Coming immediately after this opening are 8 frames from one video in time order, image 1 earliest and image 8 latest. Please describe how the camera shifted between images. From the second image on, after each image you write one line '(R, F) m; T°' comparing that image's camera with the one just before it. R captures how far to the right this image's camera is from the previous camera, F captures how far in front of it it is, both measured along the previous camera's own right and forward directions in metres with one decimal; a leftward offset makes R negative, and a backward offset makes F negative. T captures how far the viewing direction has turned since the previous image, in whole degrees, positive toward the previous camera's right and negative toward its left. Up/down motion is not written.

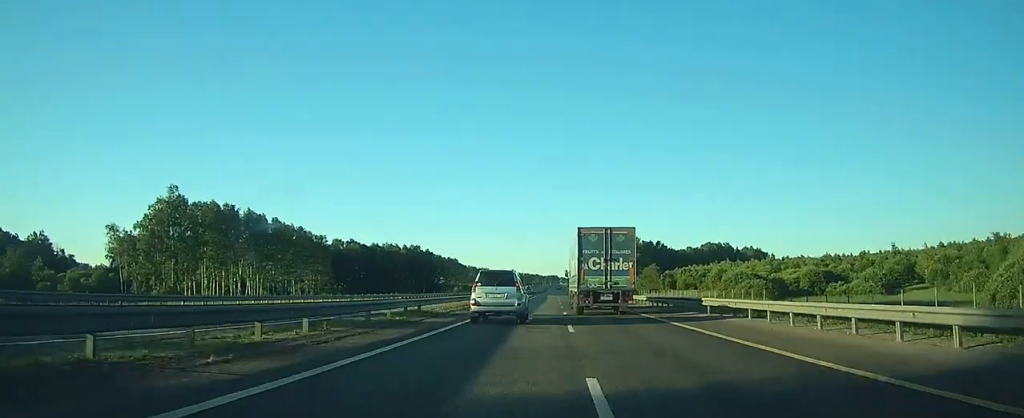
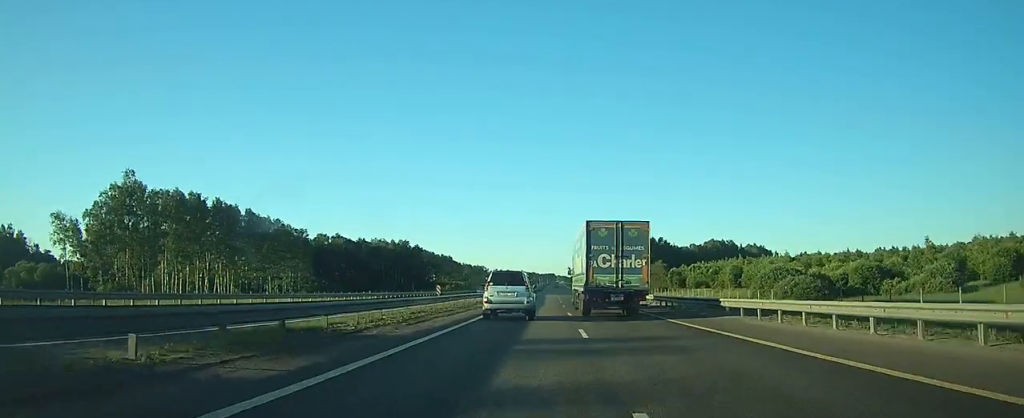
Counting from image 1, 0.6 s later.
(0.0, +14.0) m; 0°
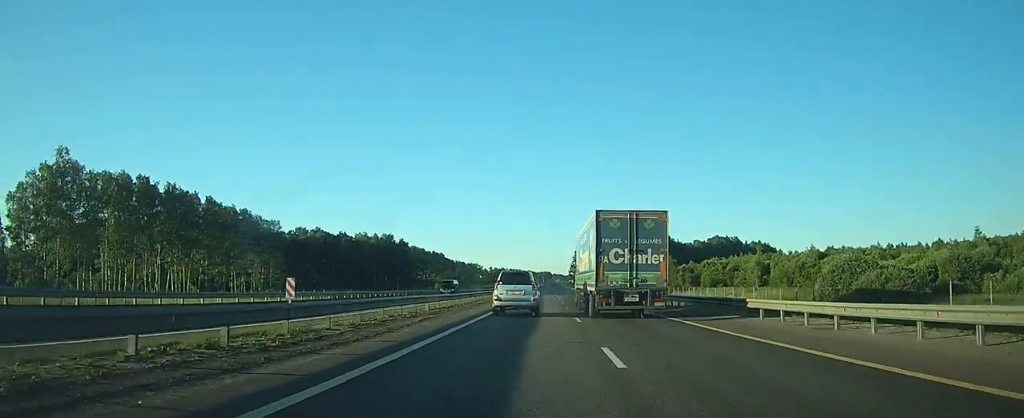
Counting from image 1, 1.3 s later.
(0.0, +17.3) m; 0°
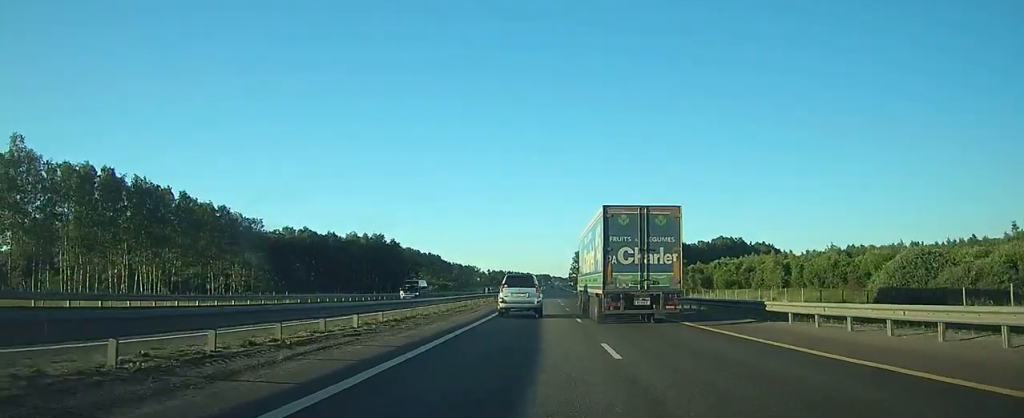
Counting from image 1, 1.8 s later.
(0.0, +10.4) m; 0°
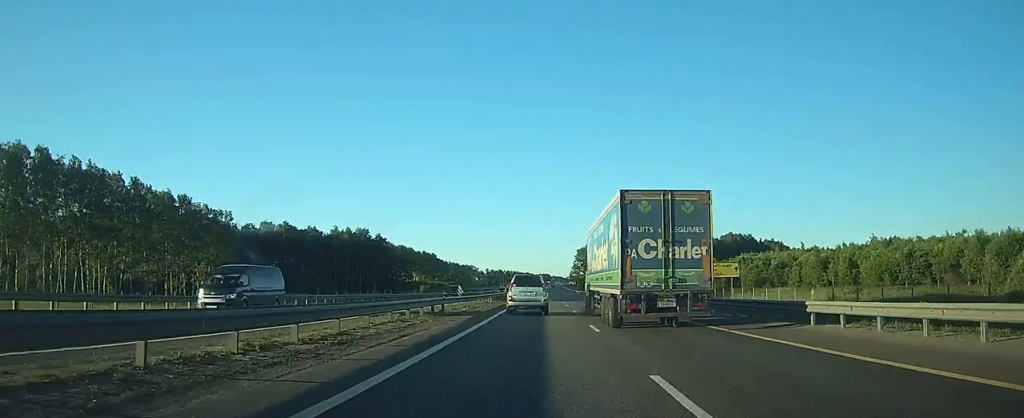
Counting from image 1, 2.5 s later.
(0.0, +16.8) m; +1°
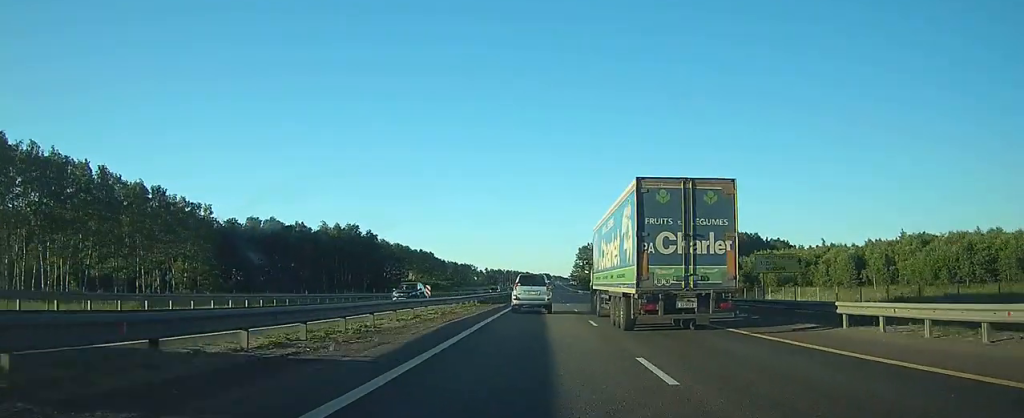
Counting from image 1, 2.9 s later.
(+0.1, +9.7) m; 0°
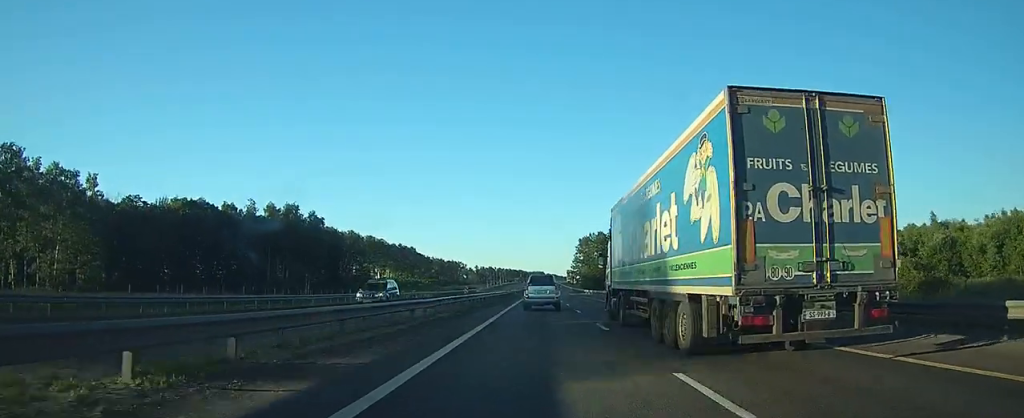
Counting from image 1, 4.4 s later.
(+0.2, +37.7) m; 0°
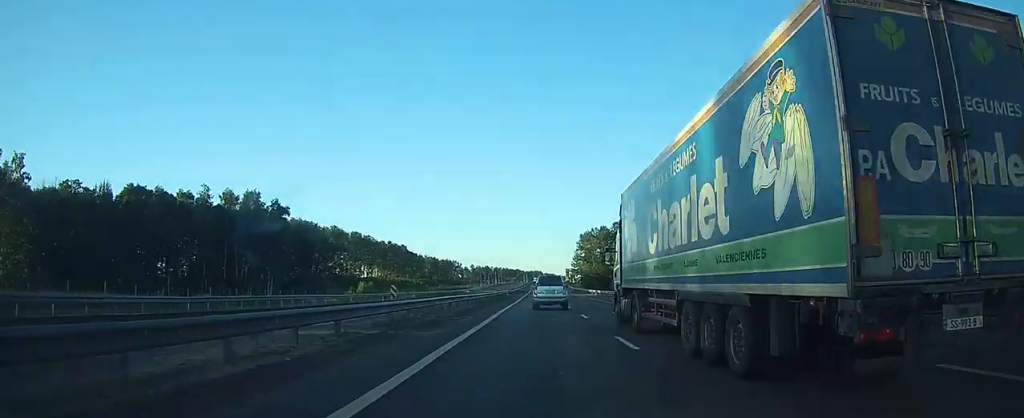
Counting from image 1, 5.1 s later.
(-0.1, +17.4) m; 0°
